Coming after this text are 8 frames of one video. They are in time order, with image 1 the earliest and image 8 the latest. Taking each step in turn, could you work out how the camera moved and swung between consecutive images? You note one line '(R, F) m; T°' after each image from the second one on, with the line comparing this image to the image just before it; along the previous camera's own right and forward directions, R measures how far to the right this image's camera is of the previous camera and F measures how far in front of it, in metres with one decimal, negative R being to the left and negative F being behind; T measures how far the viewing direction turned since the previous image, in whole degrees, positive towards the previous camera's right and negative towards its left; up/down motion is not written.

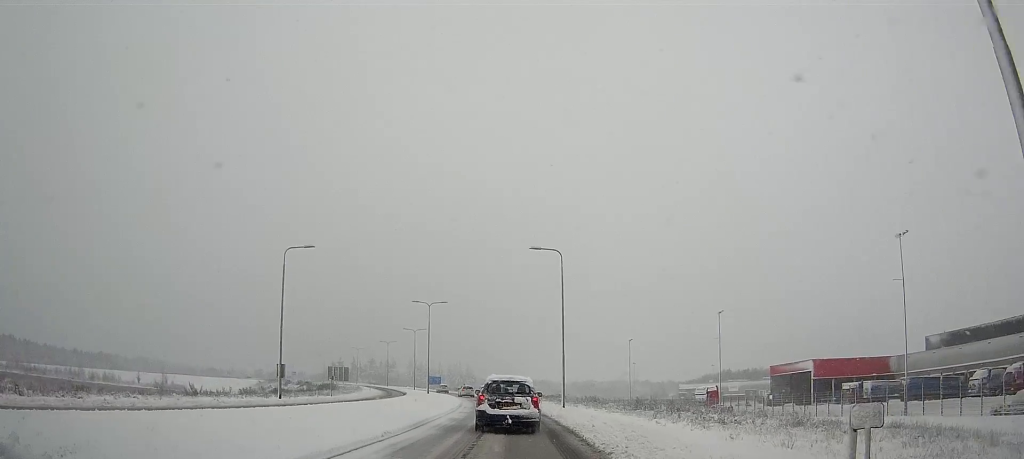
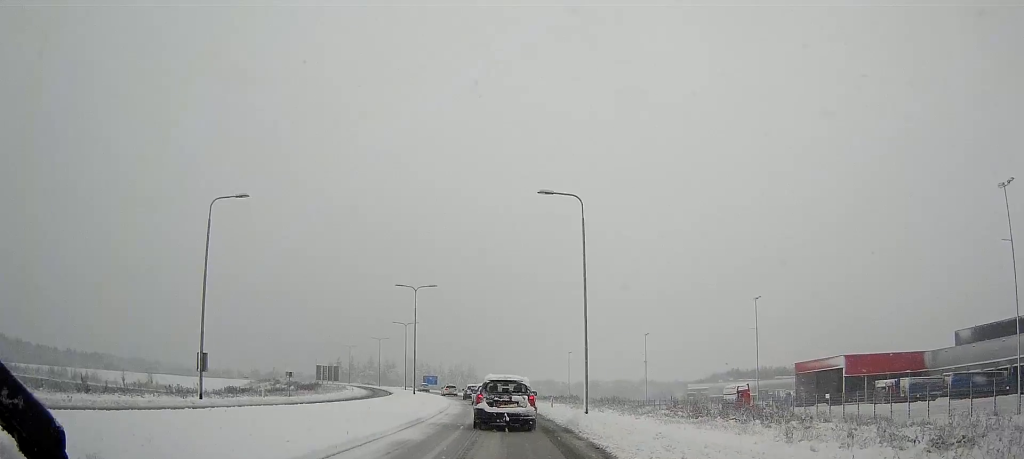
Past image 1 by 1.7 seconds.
(+0.1, +12.3) m; 0°
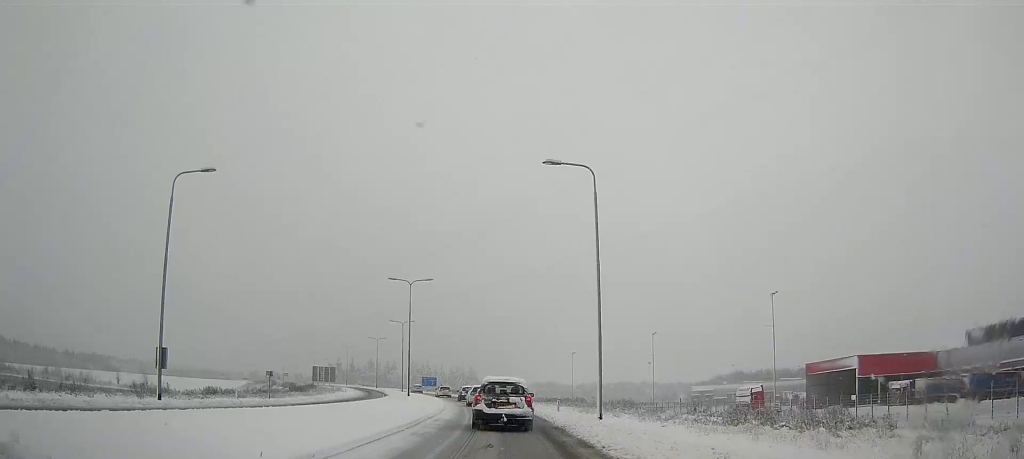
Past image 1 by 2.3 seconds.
(0.0, +4.6) m; 0°
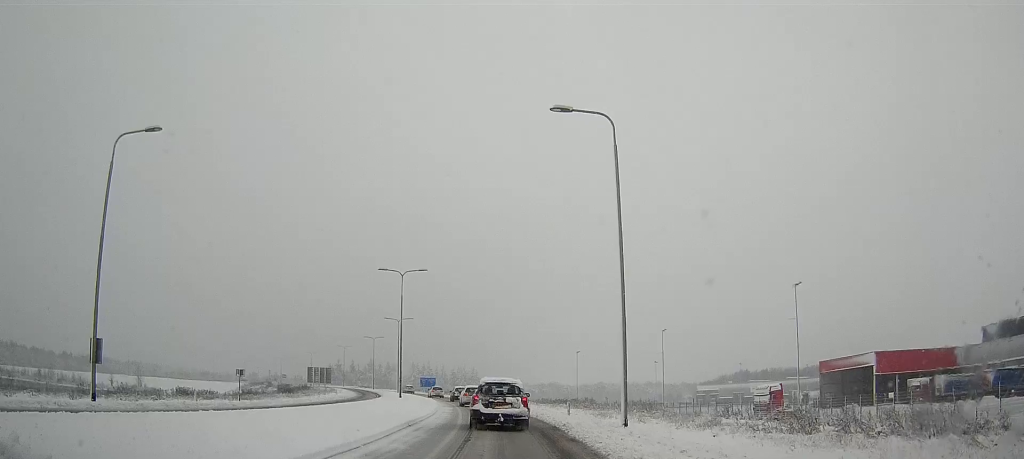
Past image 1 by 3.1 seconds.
(0.0, +5.7) m; -1°
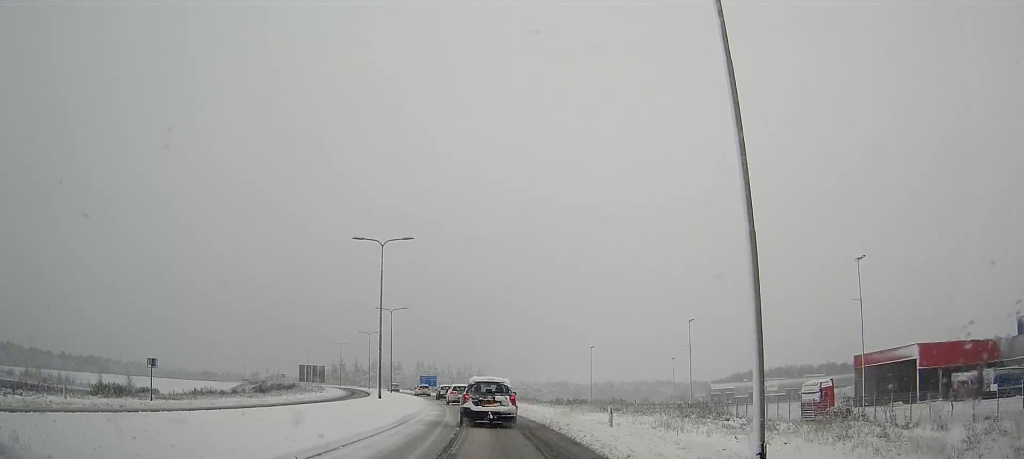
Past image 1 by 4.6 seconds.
(-0.2, +12.1) m; -2°
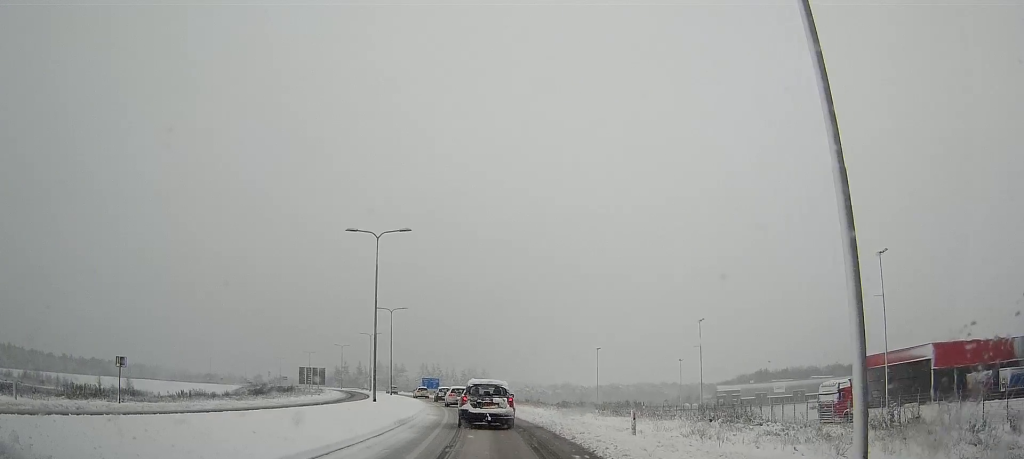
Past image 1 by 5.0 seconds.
(0.0, +3.2) m; -1°
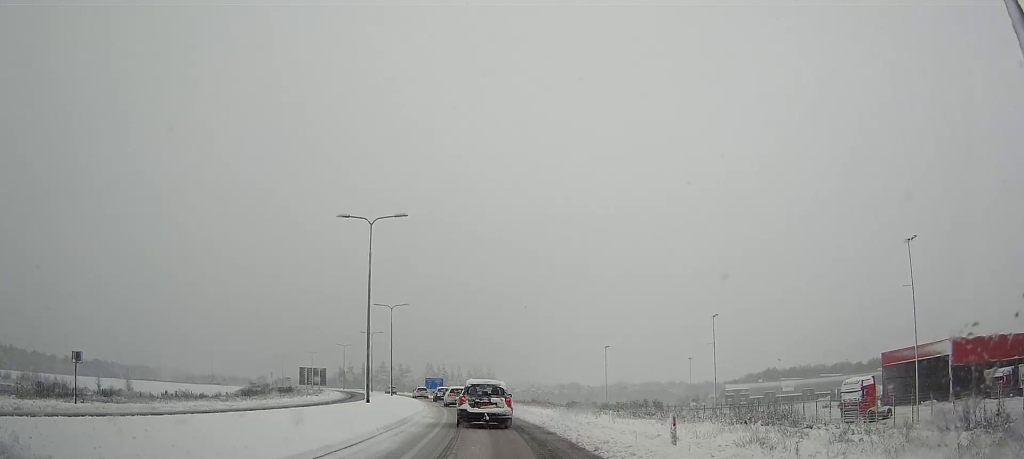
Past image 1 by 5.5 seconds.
(0.0, +3.7) m; -1°
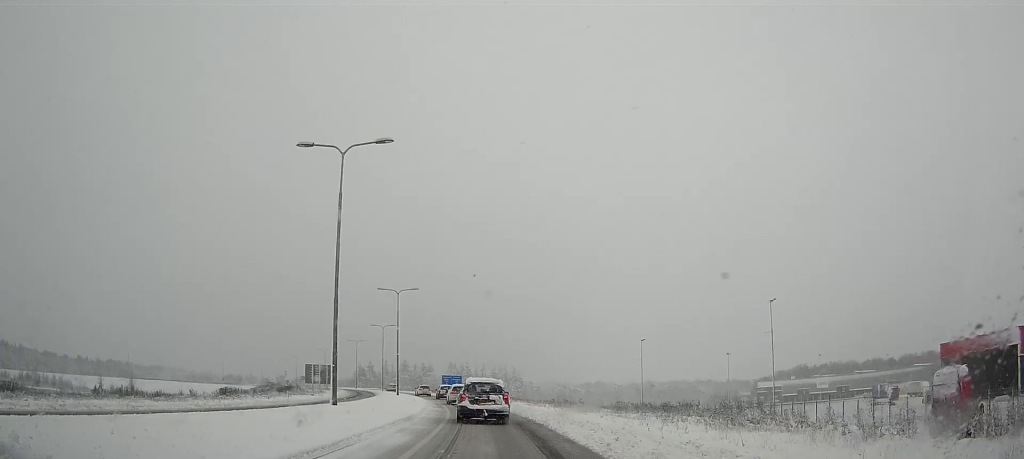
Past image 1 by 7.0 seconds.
(-0.6, +12.1) m; -3°
